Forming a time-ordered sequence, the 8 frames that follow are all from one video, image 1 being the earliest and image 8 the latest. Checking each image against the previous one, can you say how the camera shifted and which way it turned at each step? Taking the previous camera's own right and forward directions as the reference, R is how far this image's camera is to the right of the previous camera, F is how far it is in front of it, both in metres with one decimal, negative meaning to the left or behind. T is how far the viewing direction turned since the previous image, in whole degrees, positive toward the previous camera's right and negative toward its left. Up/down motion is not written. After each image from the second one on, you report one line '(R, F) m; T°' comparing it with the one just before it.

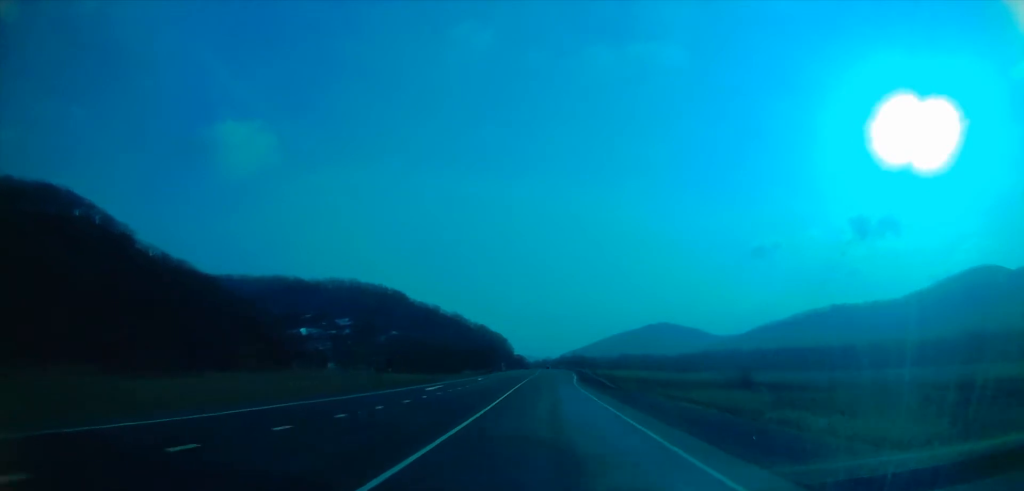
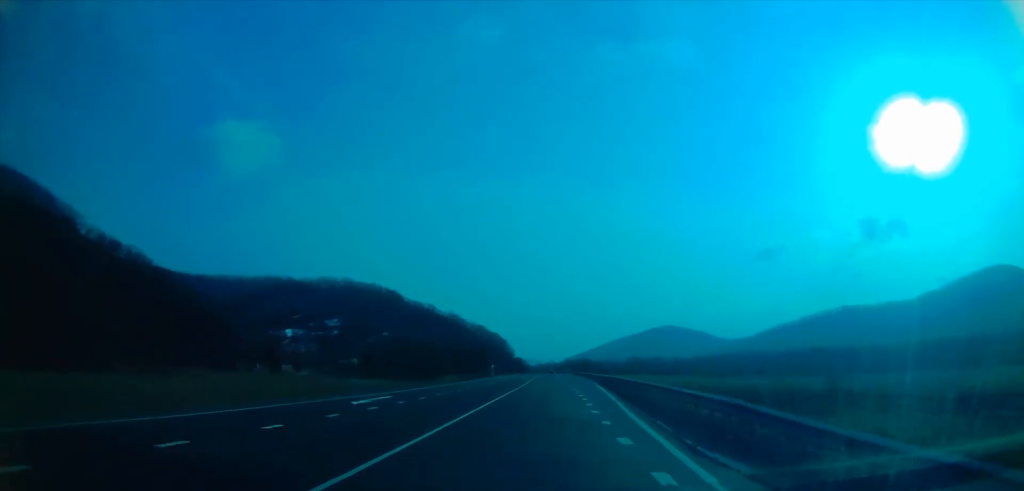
(-0.1, +43.4) m; 0°
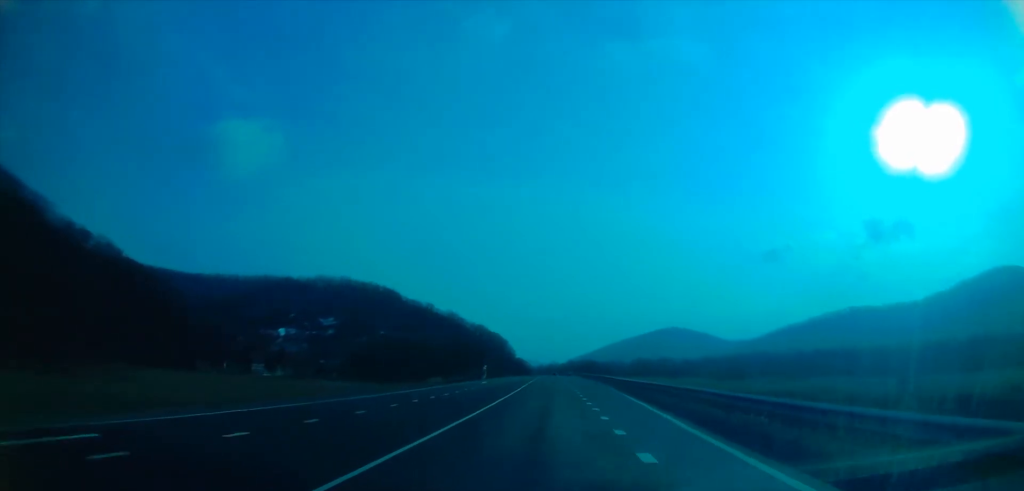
(+0.1, +21.7) m; 0°
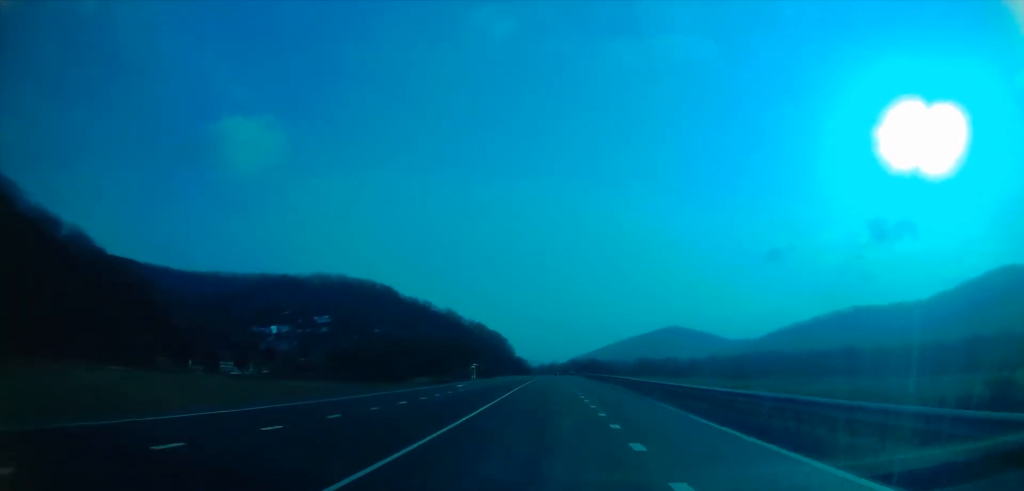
(+0.3, +18.3) m; 0°
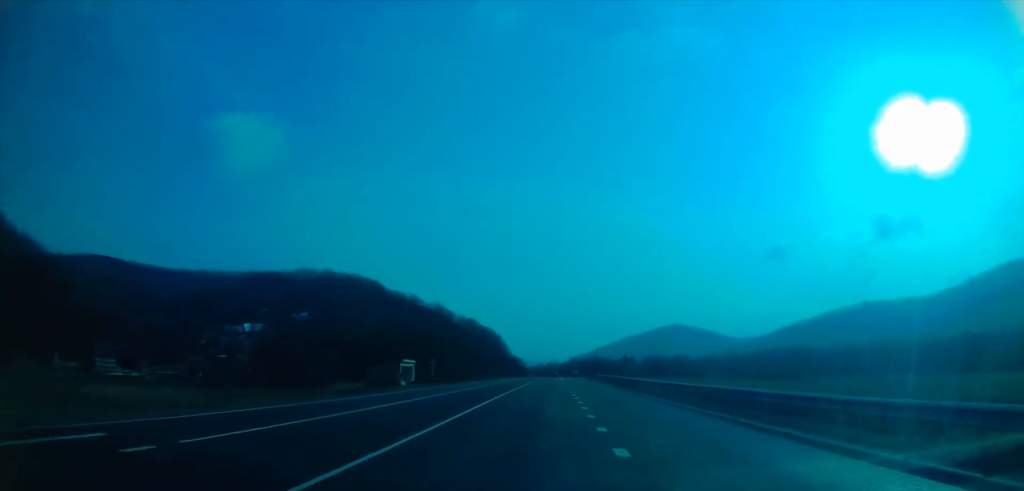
(-0.3, +48.1) m; 0°
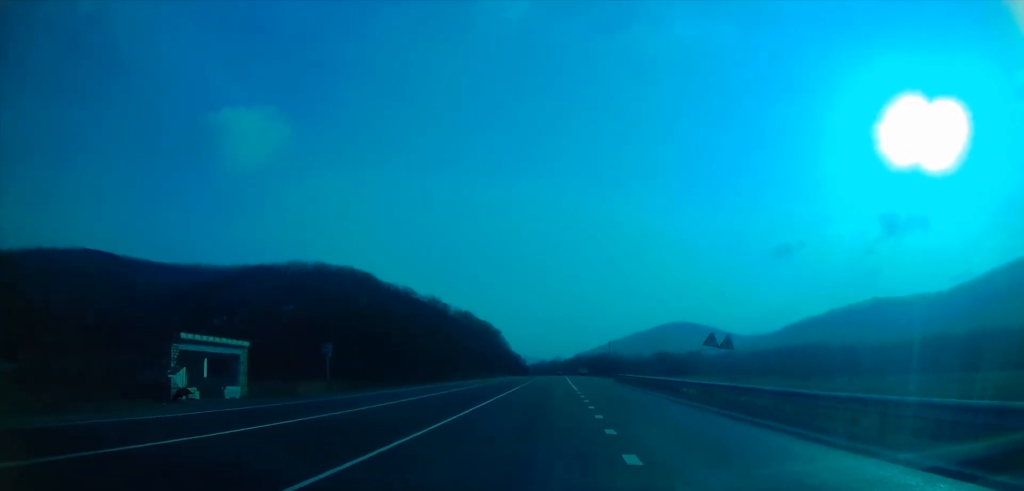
(+0.1, +36.8) m; 0°
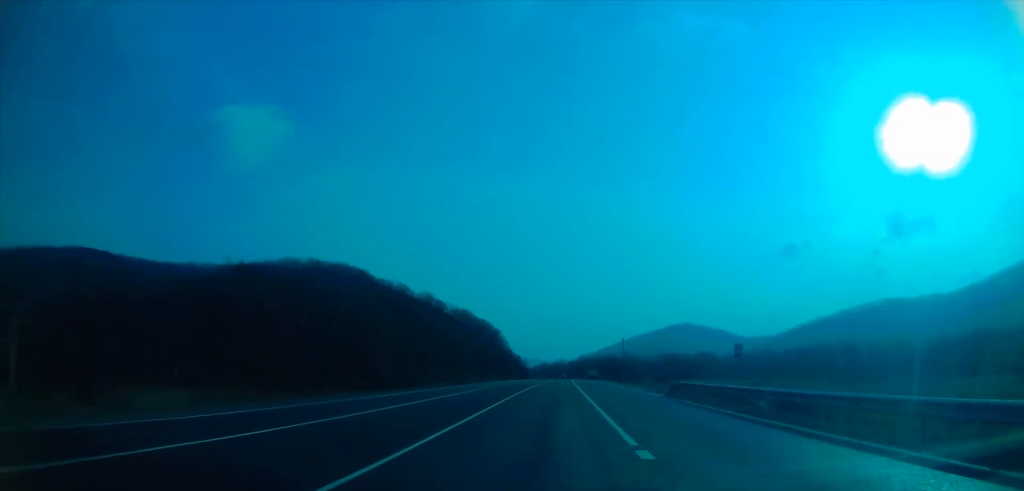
(-0.3, +27.6) m; -1°
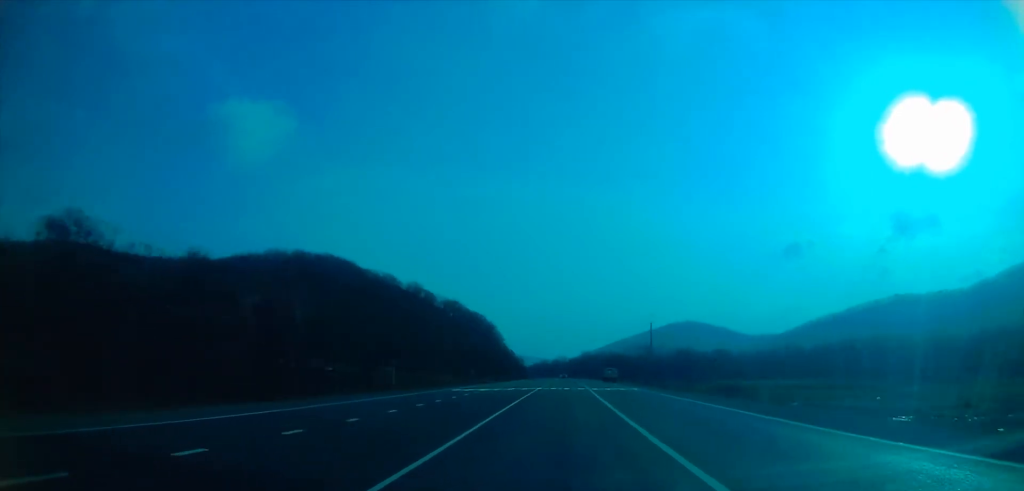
(-0.5, +39.5) m; -1°
